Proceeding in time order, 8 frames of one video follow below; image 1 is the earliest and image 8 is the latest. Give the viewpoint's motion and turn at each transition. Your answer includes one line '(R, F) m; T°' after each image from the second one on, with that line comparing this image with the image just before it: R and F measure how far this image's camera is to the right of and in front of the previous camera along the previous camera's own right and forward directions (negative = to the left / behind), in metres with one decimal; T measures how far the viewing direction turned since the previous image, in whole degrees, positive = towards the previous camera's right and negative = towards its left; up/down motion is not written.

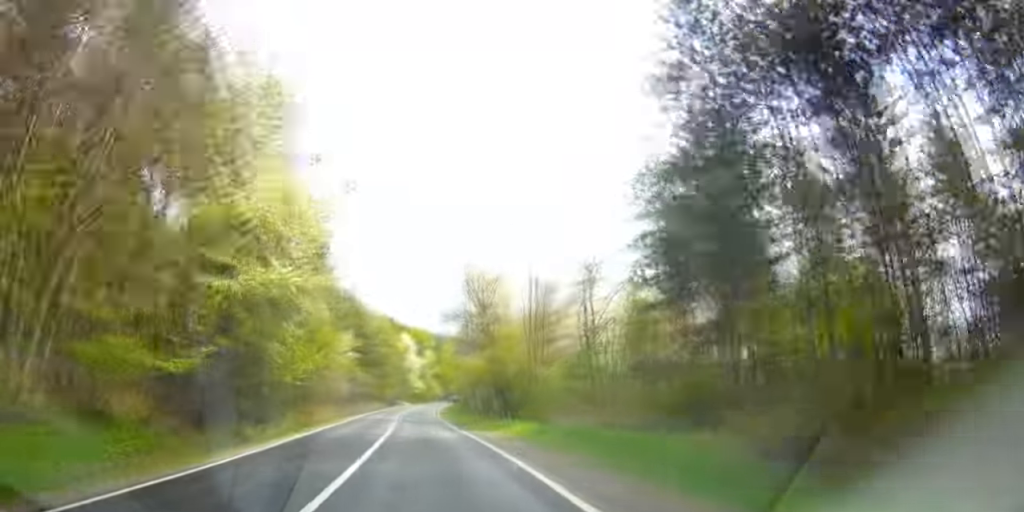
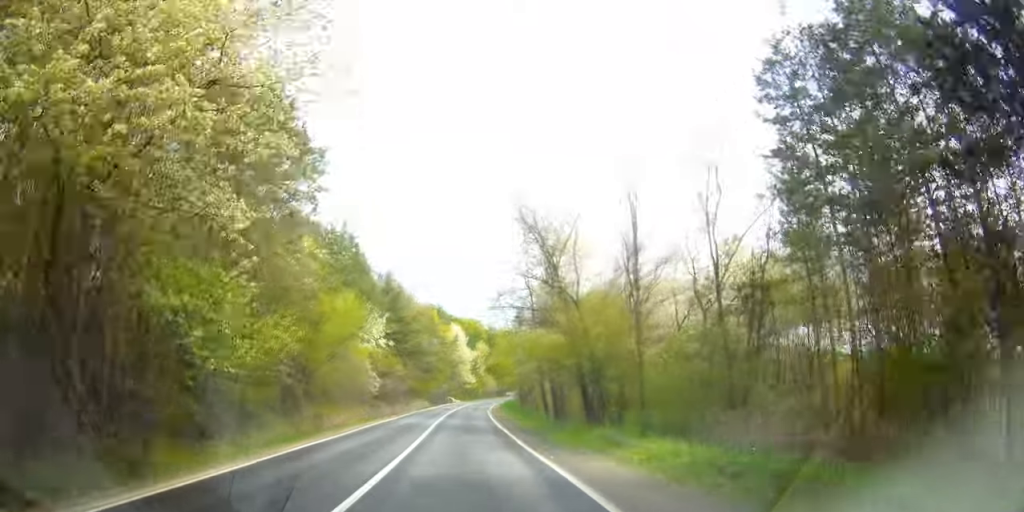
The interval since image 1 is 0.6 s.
(-2.2, +9.9) m; -14°
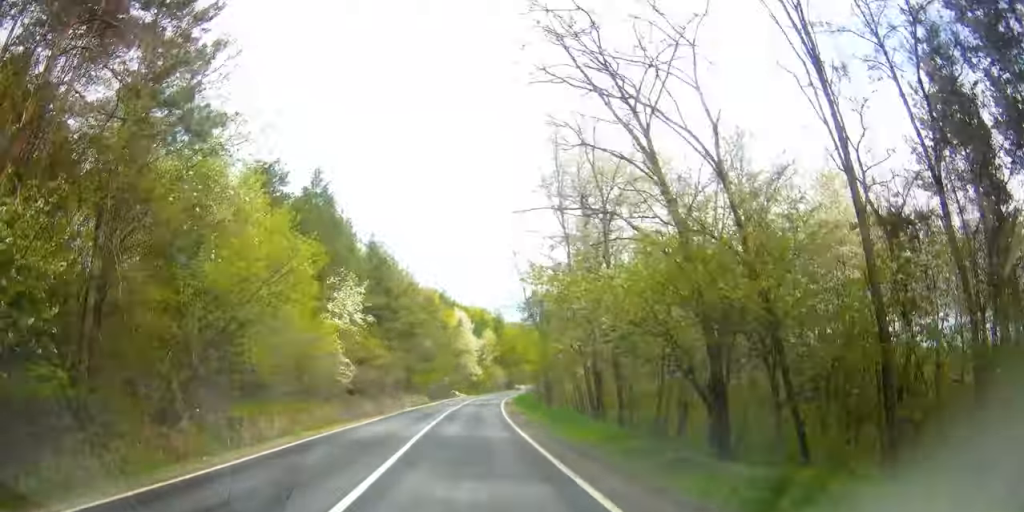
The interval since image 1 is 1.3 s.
(-1.5, +11.3) m; -11°
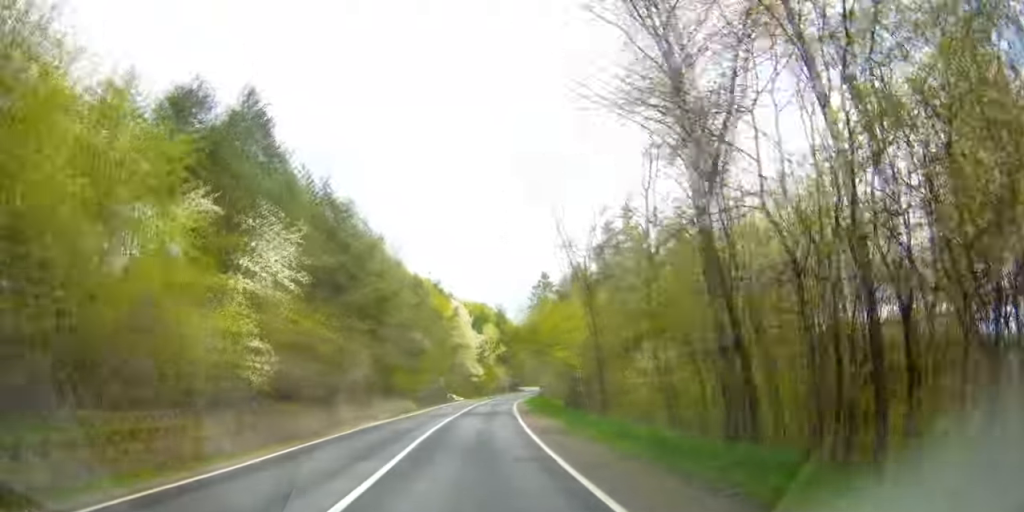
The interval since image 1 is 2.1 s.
(-1.2, +13.4) m; -5°
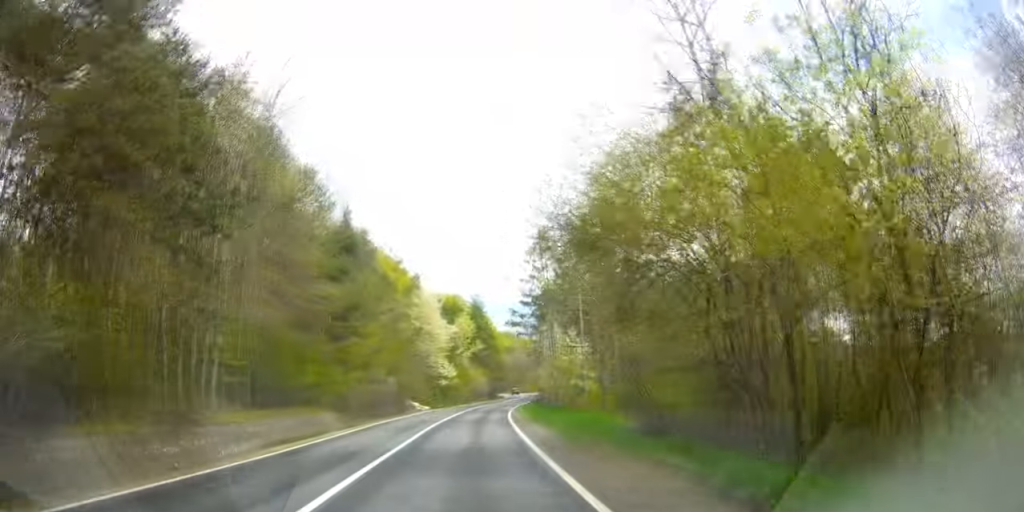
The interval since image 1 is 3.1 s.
(-0.1, +17.4) m; -5°
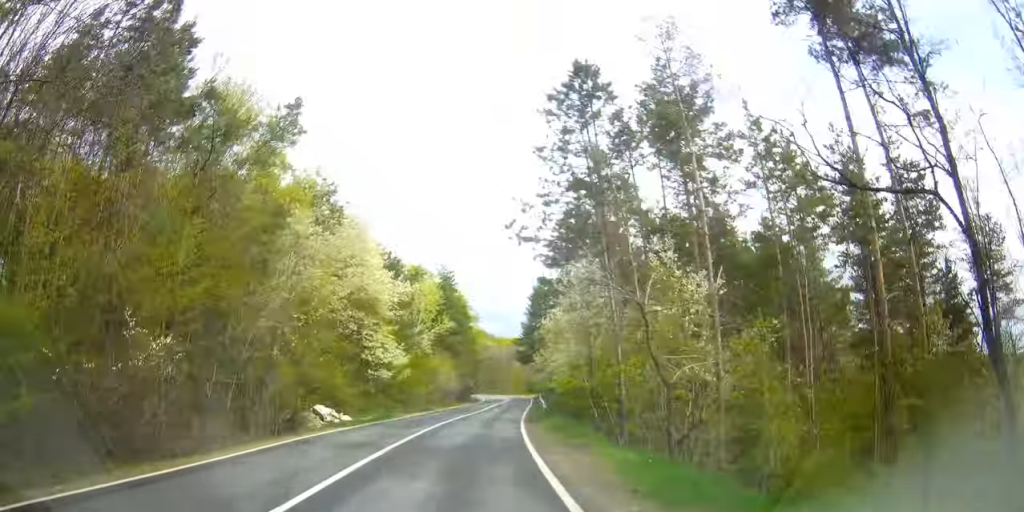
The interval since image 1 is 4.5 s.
(-1.6, +28.0) m; -2°
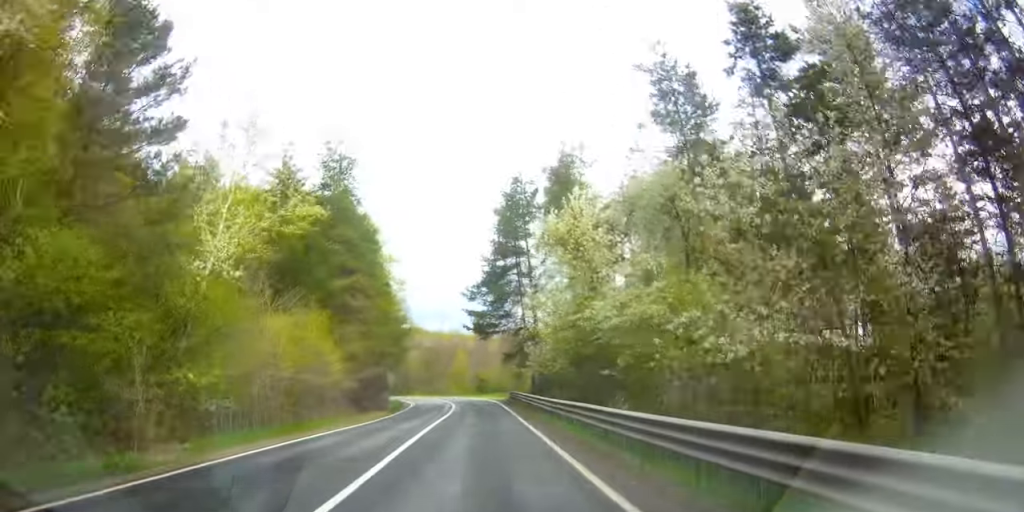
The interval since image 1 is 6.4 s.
(+1.6, +38.0) m; +4°
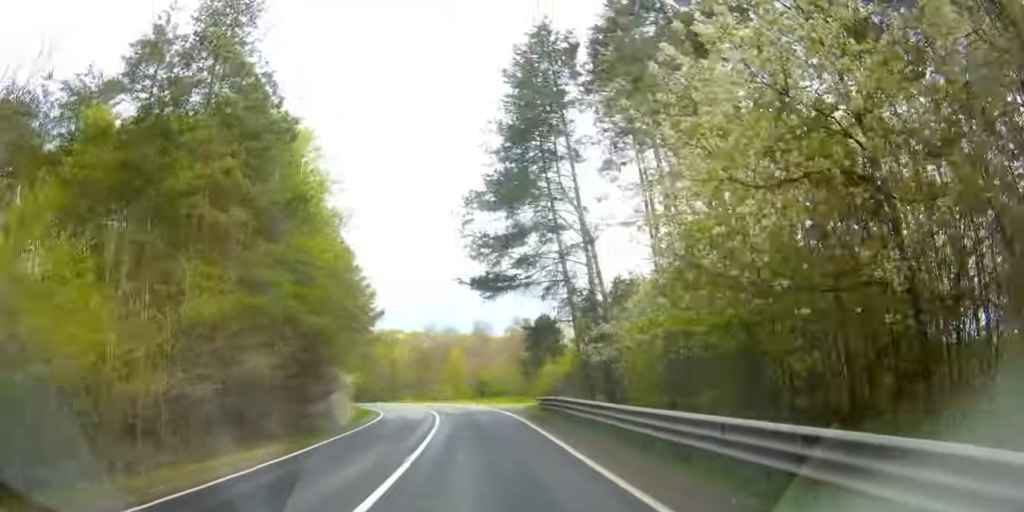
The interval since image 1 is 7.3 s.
(+0.2, +18.1) m; +1°
